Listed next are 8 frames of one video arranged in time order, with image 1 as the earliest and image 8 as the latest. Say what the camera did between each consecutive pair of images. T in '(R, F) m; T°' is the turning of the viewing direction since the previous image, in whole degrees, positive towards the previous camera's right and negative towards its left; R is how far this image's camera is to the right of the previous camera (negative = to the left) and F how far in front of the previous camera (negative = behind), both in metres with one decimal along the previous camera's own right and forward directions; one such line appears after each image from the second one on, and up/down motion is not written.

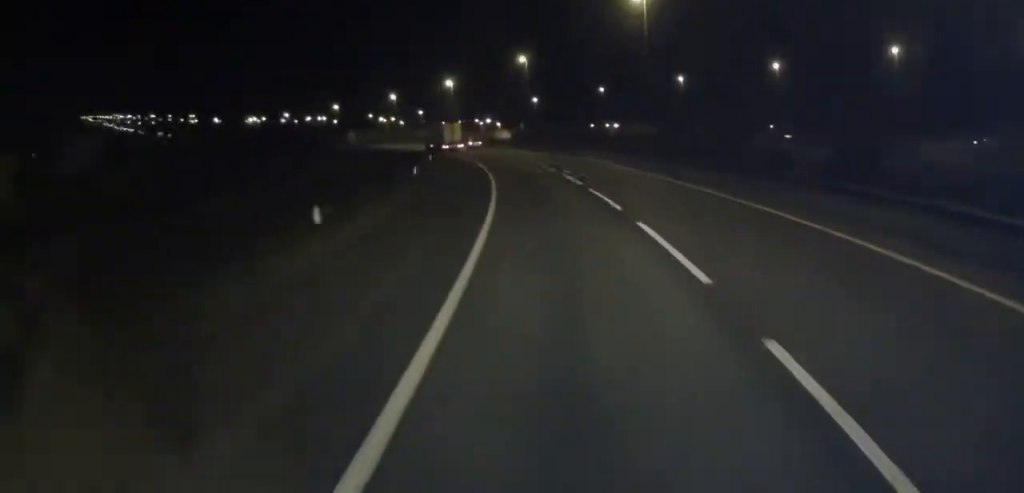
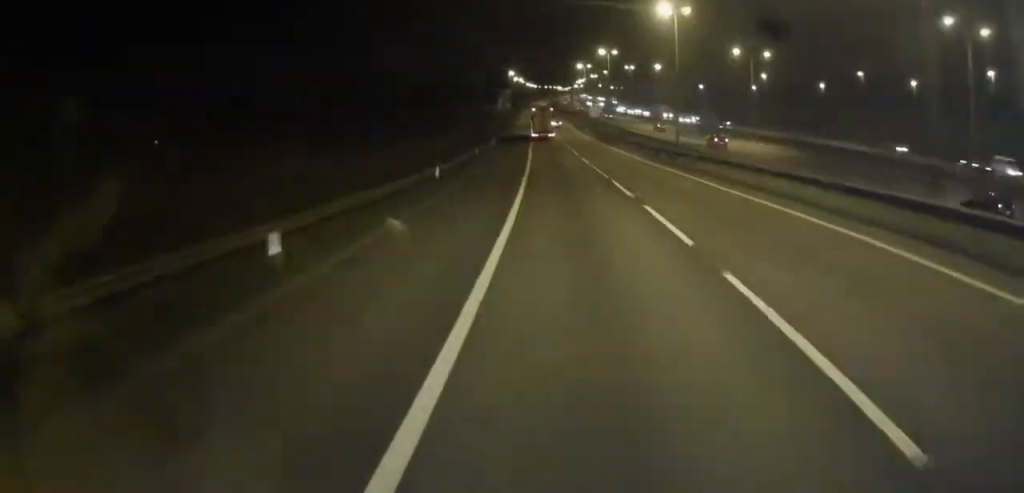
(-90.9, +192.2) m; -47°
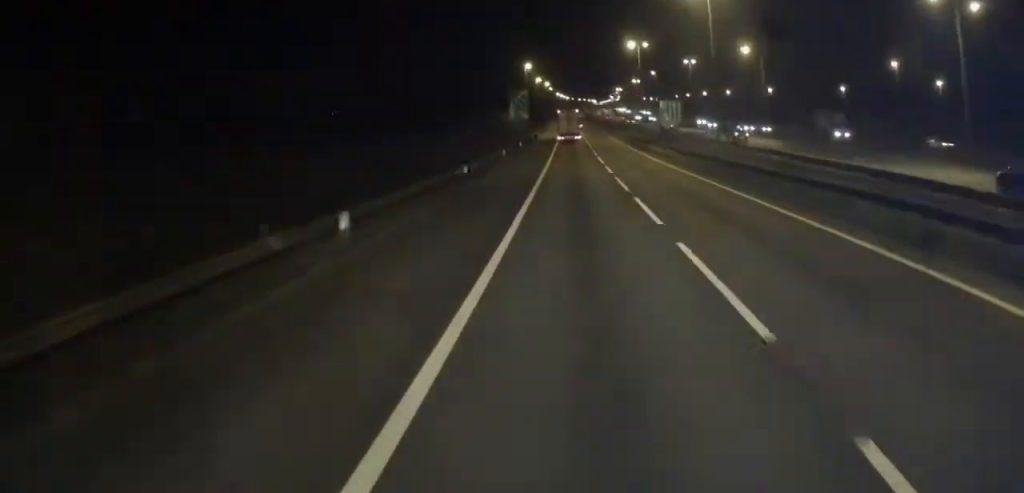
(-4.8, +48.5) m; -4°
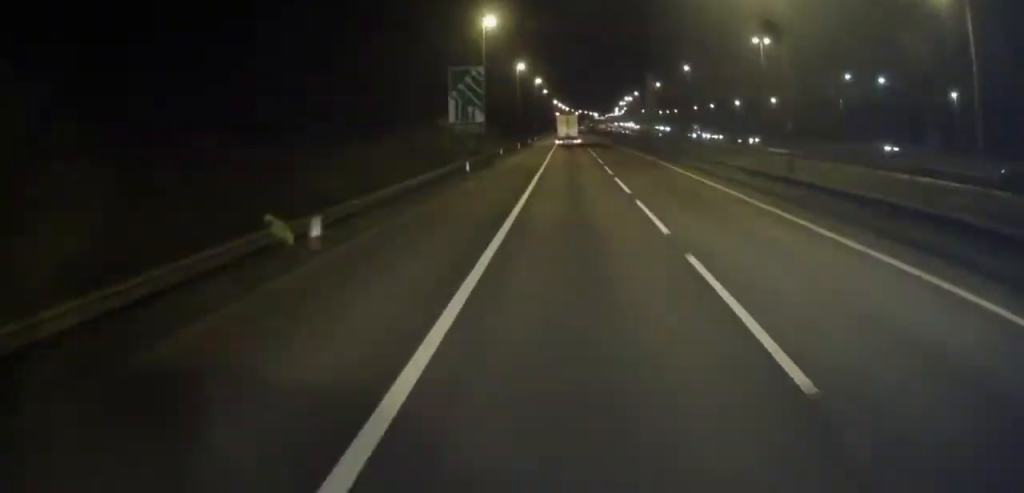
(-2.2, +52.2) m; -3°
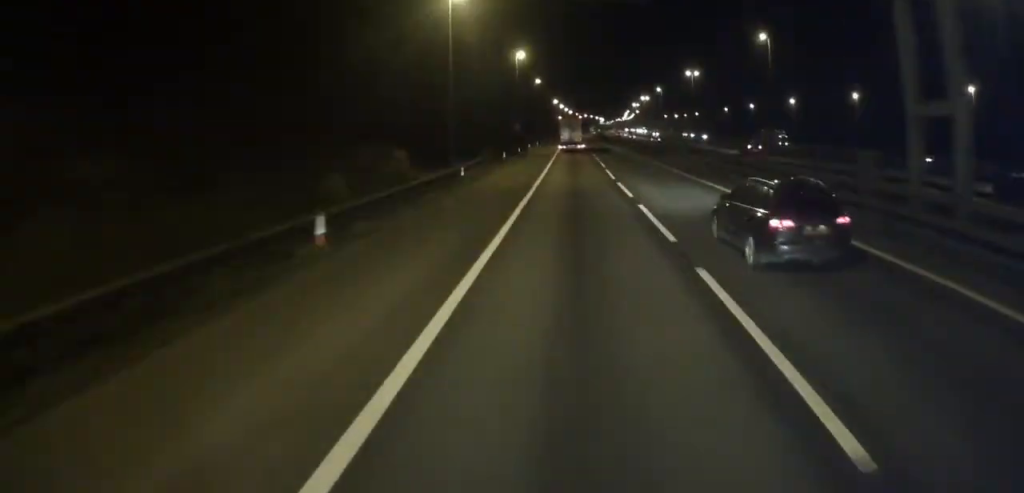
(-1.1, +54.0) m; 0°
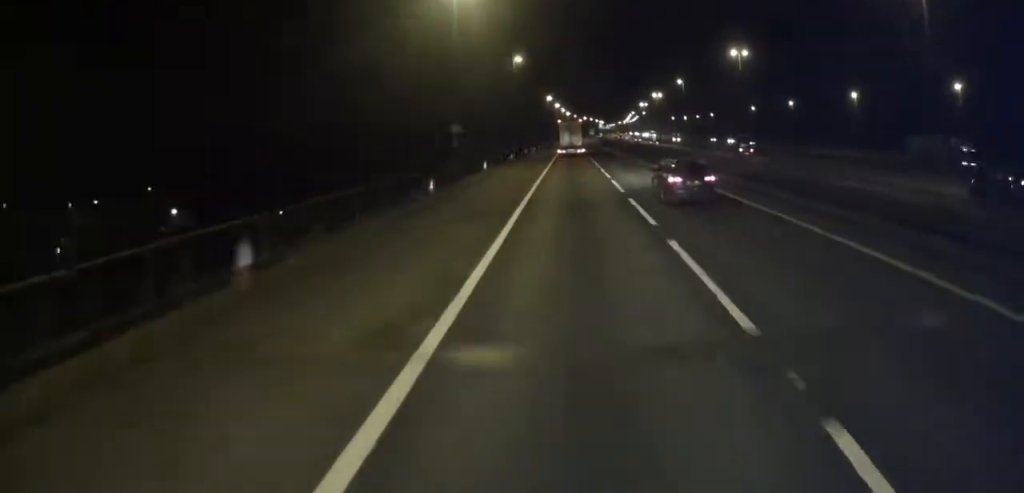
(-0.3, +41.5) m; 0°
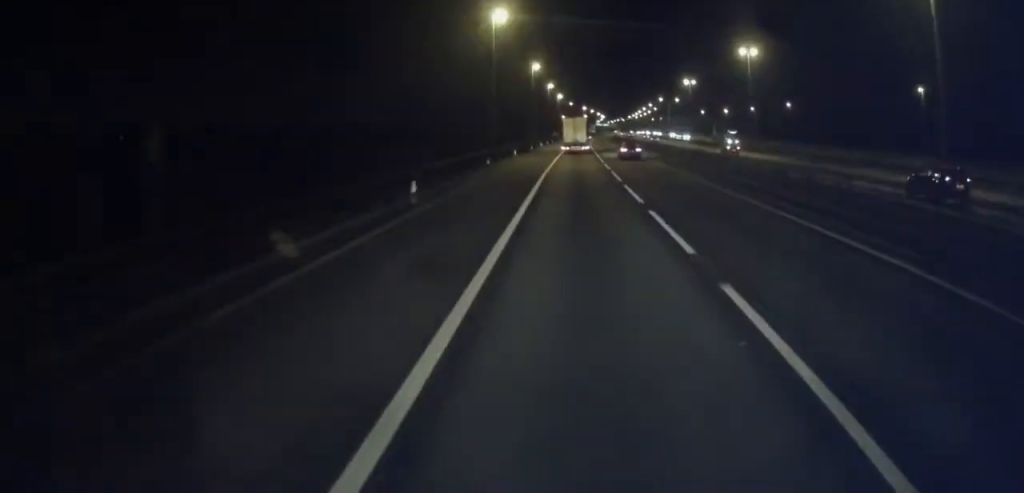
(+1.1, +113.0) m; +1°
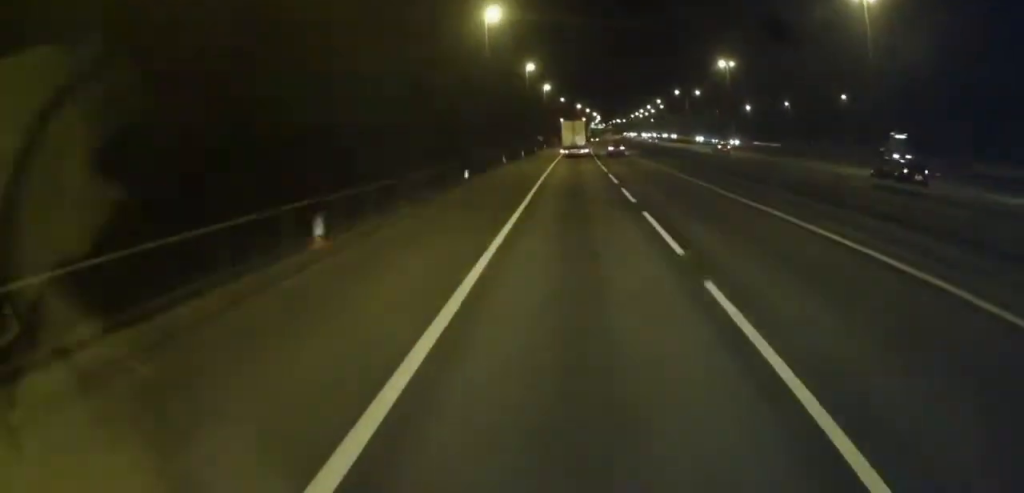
(-0.1, +45.2) m; 0°
